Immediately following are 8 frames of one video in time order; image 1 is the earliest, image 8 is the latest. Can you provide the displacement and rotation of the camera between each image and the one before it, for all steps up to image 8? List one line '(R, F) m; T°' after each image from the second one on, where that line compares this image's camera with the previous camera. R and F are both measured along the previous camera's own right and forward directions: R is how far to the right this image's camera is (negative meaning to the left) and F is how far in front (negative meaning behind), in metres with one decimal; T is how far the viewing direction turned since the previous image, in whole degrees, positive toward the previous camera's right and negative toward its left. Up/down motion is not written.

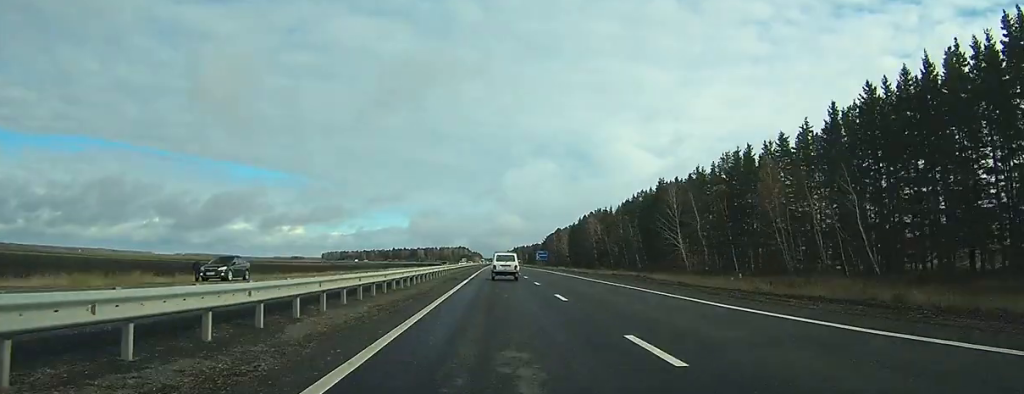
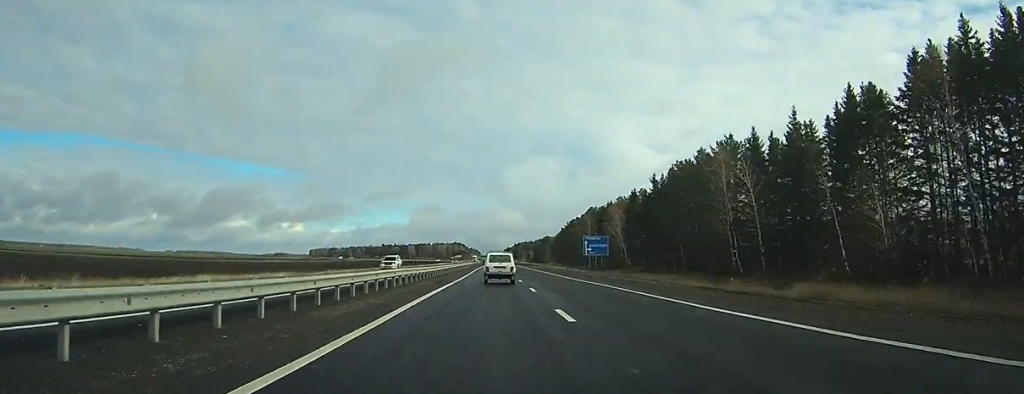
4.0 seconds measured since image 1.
(-0.3, +100.2) m; 0°
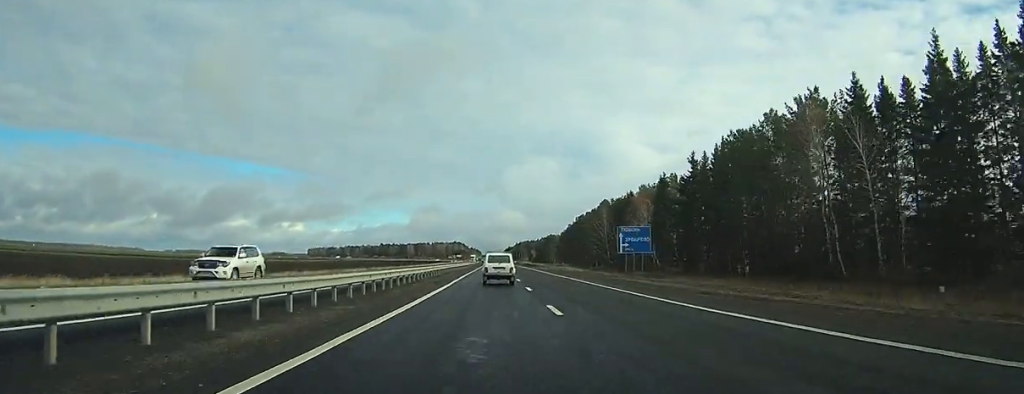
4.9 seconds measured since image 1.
(0.0, +22.8) m; 0°
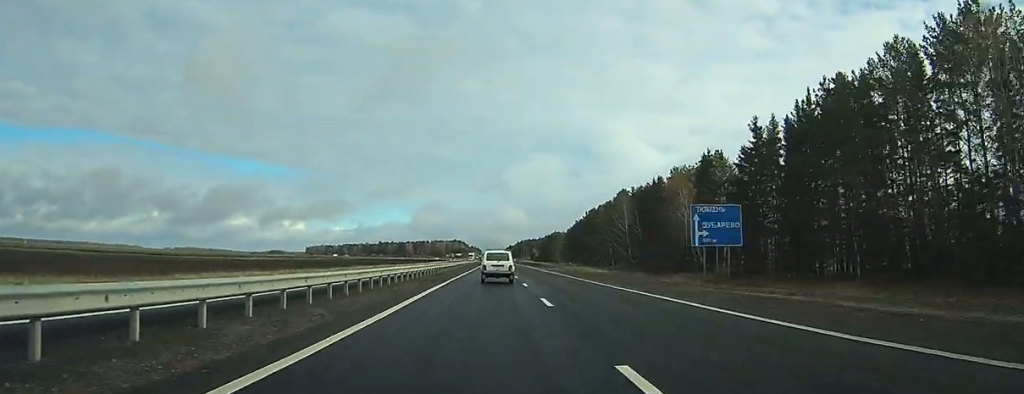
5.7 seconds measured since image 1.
(0.0, +22.7) m; 0°
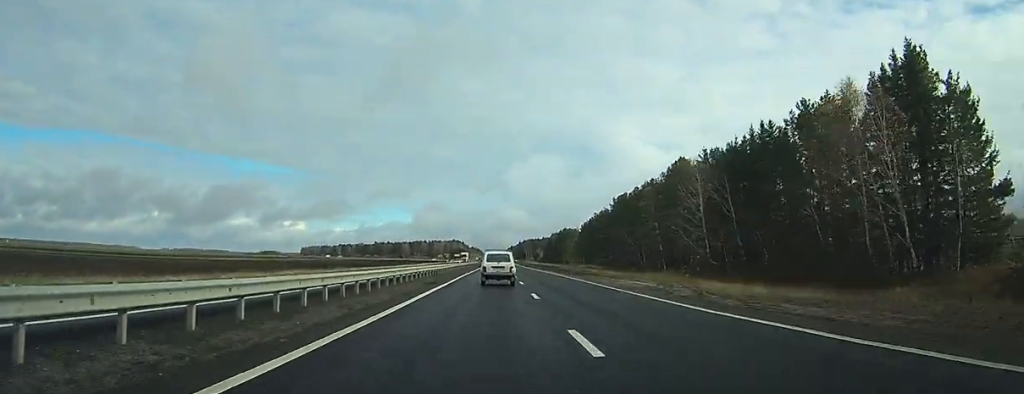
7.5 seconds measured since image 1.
(0.0, +44.7) m; 0°
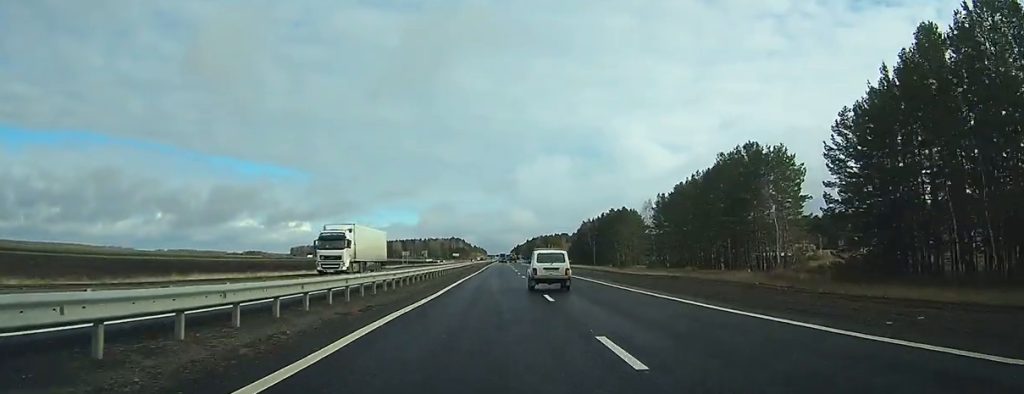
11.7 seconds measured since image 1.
(-0.8, +105.6) m; 0°
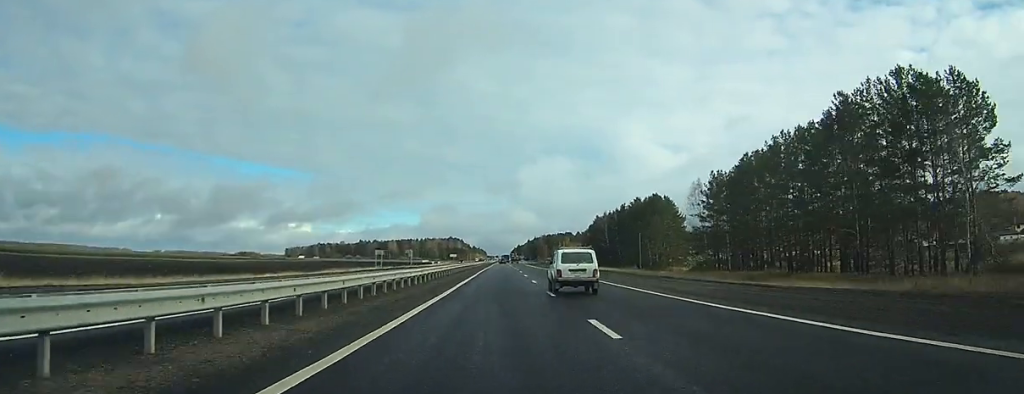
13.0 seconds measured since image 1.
(0.0, +31.9) m; 0°
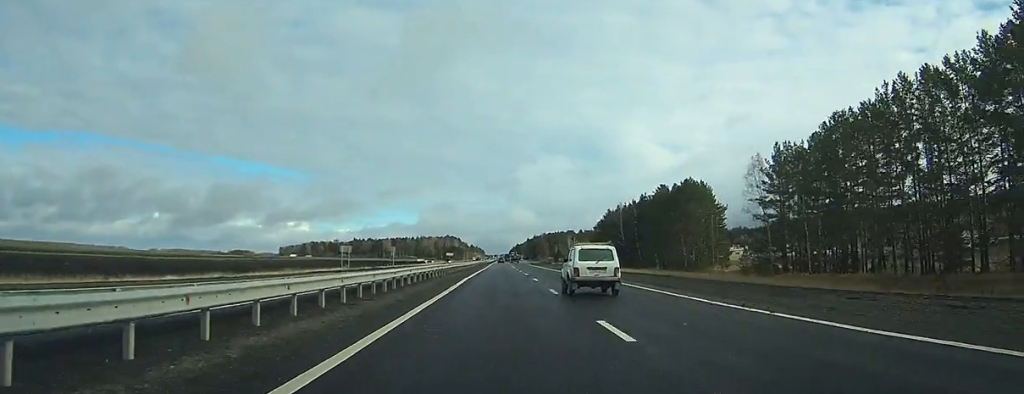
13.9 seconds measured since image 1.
(+0.1, +25.2) m; 0°
